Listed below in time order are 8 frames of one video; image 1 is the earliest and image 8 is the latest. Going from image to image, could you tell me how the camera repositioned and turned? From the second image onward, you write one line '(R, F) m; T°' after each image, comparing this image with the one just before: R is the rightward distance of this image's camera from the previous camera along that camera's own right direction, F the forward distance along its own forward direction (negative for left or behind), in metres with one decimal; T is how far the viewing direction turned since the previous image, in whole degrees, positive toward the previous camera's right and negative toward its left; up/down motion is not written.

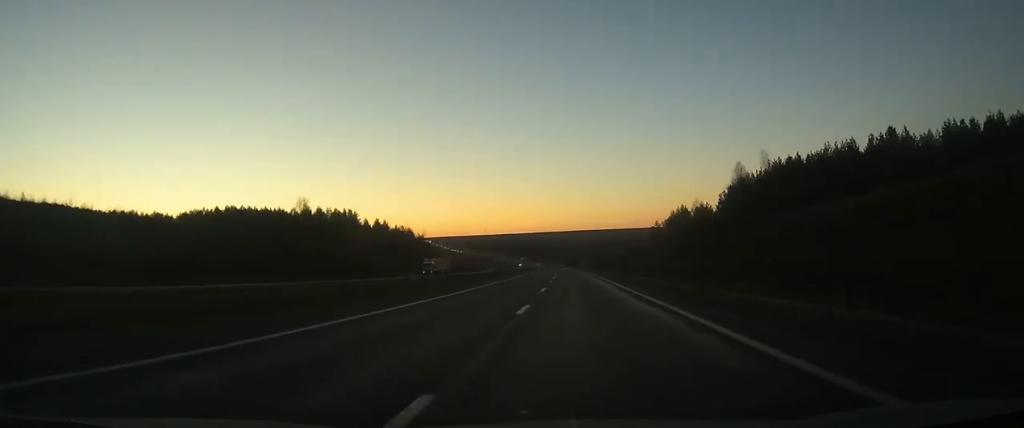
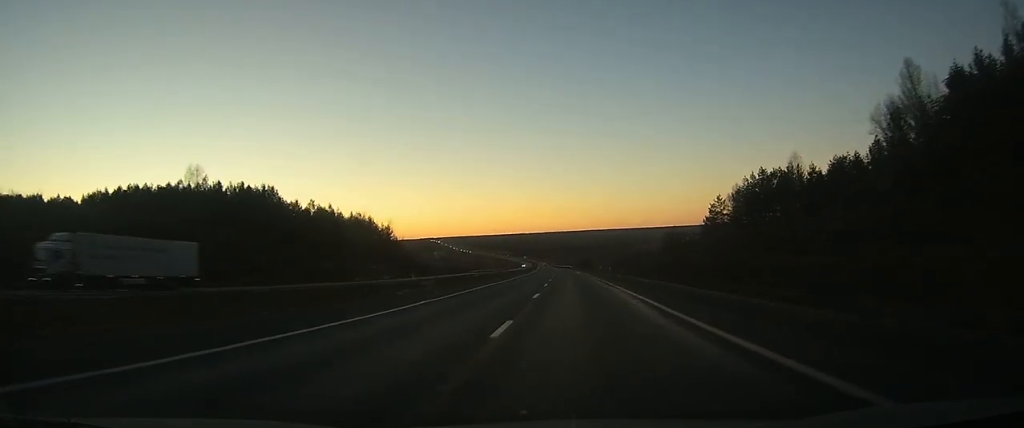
(-0.2, +64.1) m; -1°
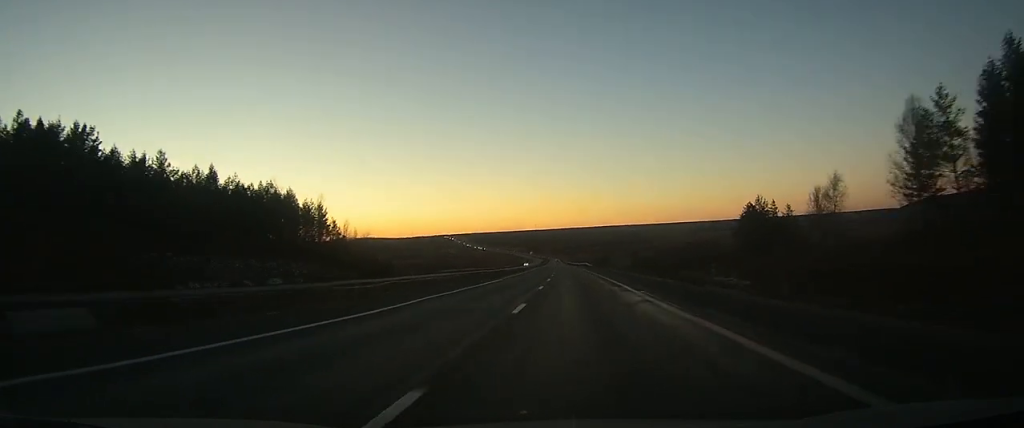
(-0.9, +67.4) m; -2°
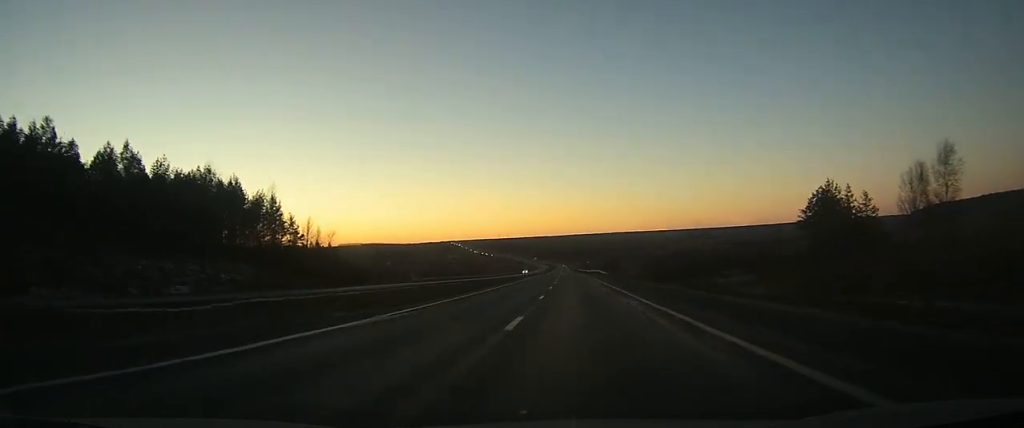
(-0.2, +26.8) m; -1°
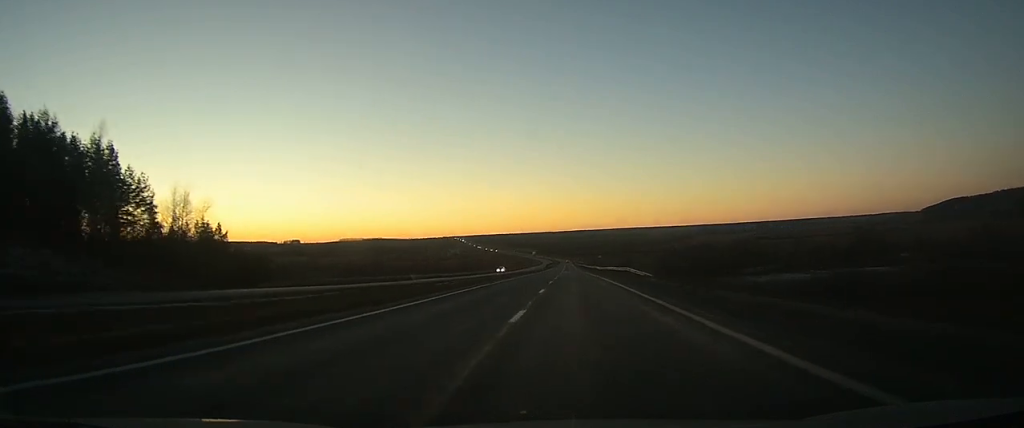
(-0.5, +47.6) m; -1°
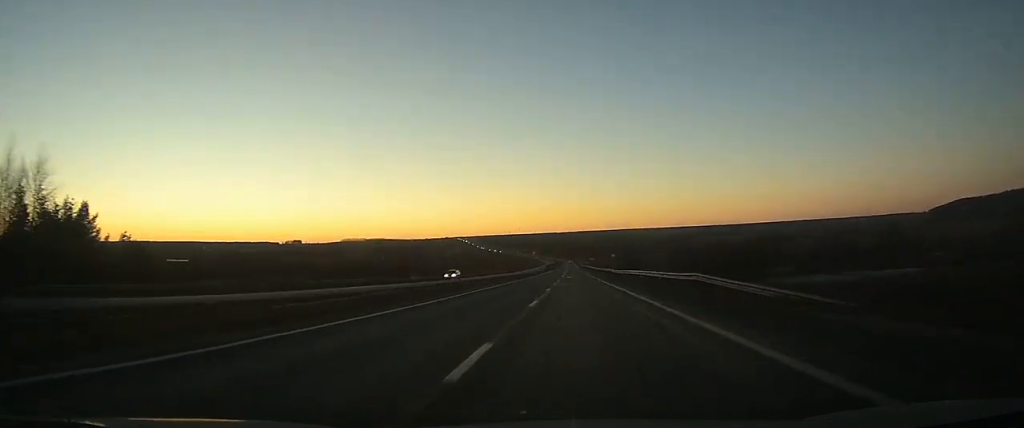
(-0.1, +30.3) m; 0°
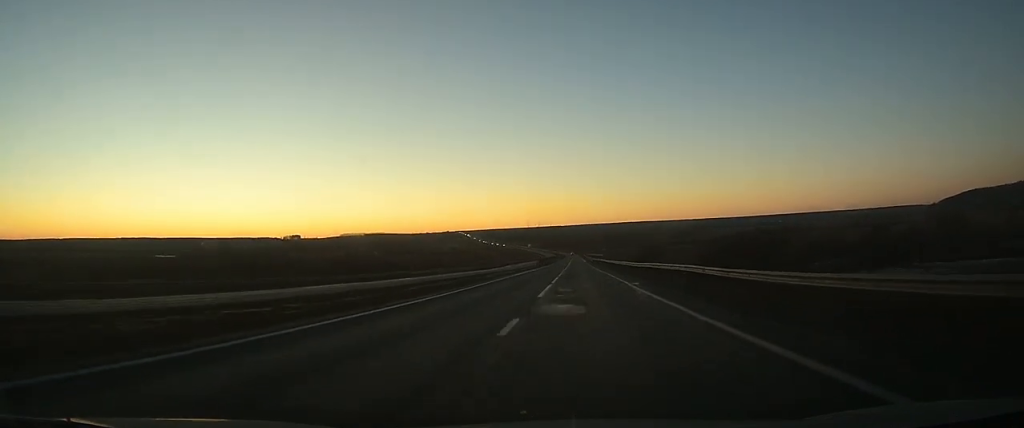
(-0.1, +56.5) m; 0°
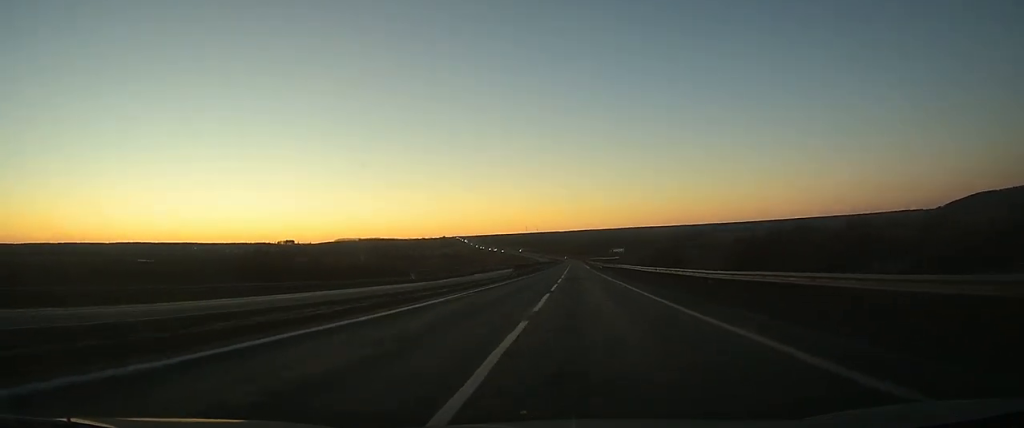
(0.0, +52.2) m; 0°
